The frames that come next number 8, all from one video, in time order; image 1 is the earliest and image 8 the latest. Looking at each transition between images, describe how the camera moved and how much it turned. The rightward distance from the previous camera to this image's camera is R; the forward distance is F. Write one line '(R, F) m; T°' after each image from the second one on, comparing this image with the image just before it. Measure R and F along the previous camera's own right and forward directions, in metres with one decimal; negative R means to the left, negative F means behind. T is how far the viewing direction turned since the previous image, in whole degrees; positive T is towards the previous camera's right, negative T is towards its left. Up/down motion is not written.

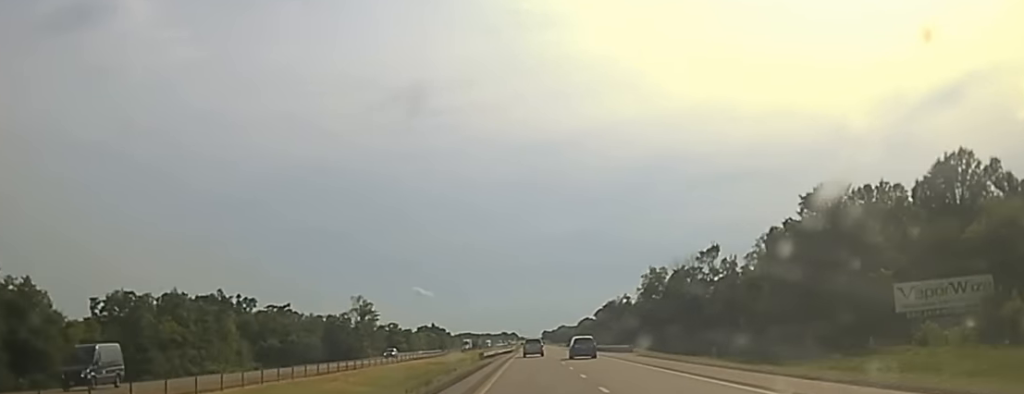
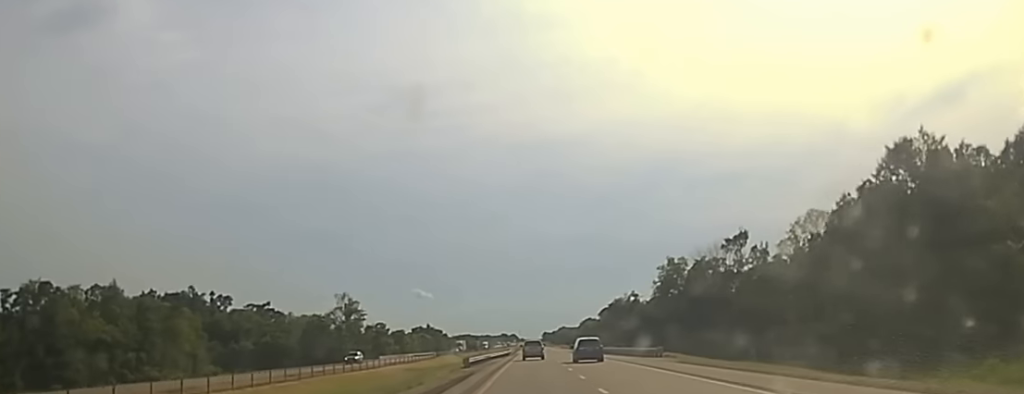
(0.0, +23.1) m; 0°
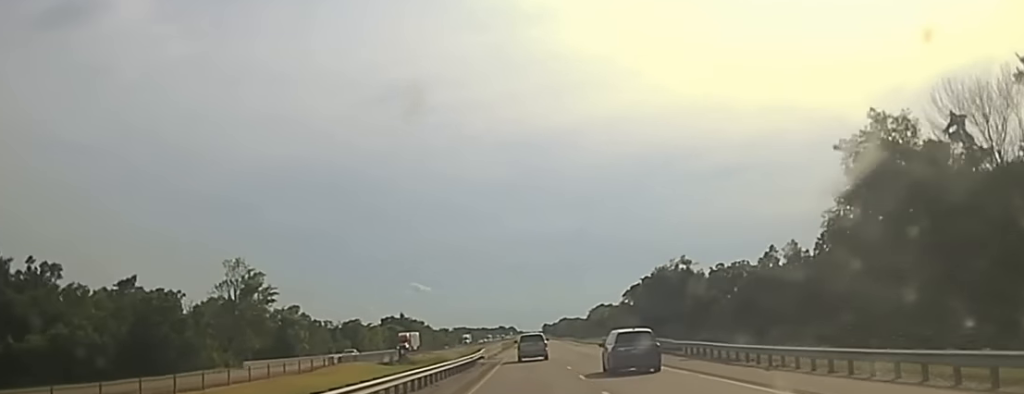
(+0.3, +92.2) m; 0°
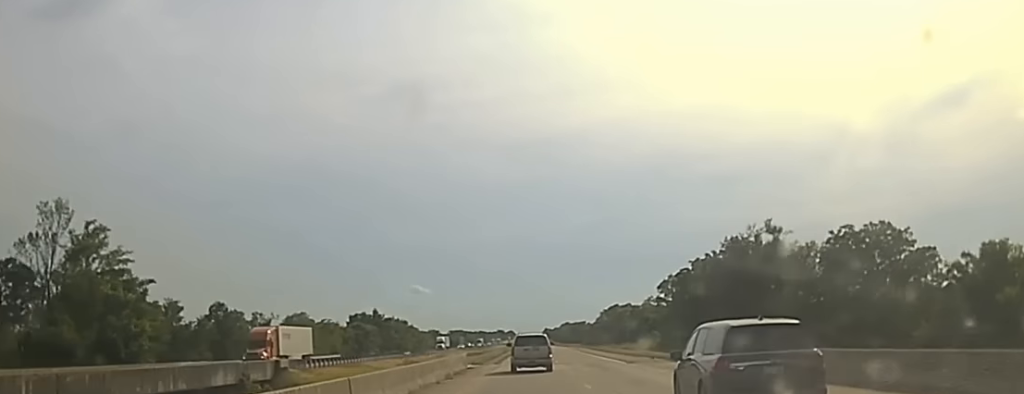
(-0.1, +63.8) m; 0°
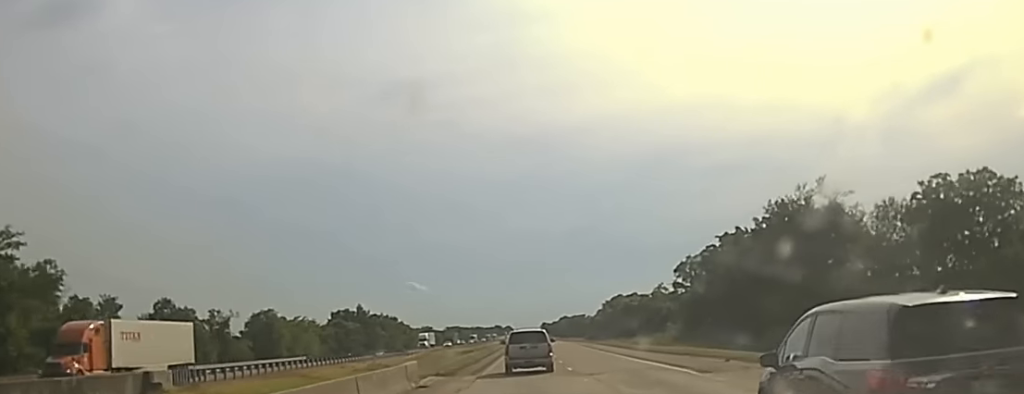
(0.0, +24.4) m; 0°
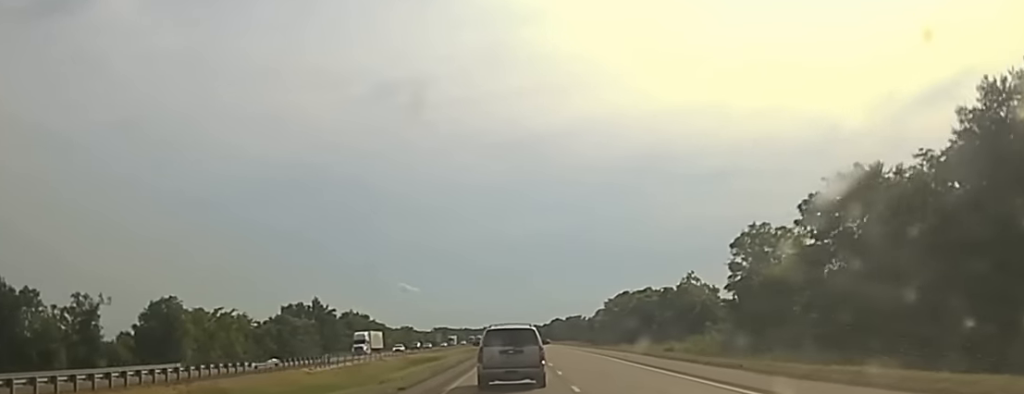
(0.0, +53.6) m; 0°
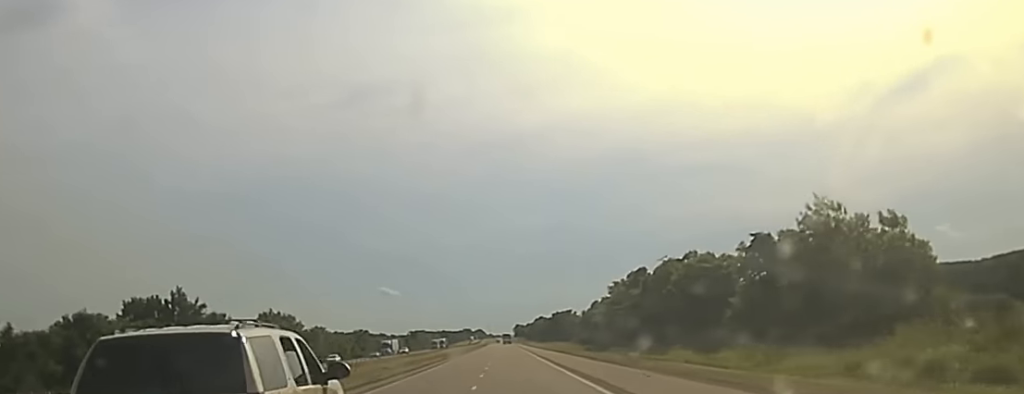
(+2.3, +91.9) m; +1°
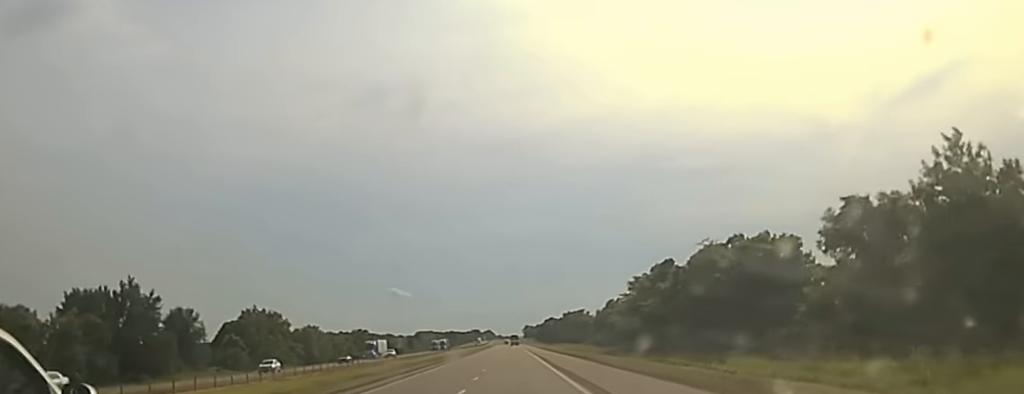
(0.0, +25.5) m; -1°
